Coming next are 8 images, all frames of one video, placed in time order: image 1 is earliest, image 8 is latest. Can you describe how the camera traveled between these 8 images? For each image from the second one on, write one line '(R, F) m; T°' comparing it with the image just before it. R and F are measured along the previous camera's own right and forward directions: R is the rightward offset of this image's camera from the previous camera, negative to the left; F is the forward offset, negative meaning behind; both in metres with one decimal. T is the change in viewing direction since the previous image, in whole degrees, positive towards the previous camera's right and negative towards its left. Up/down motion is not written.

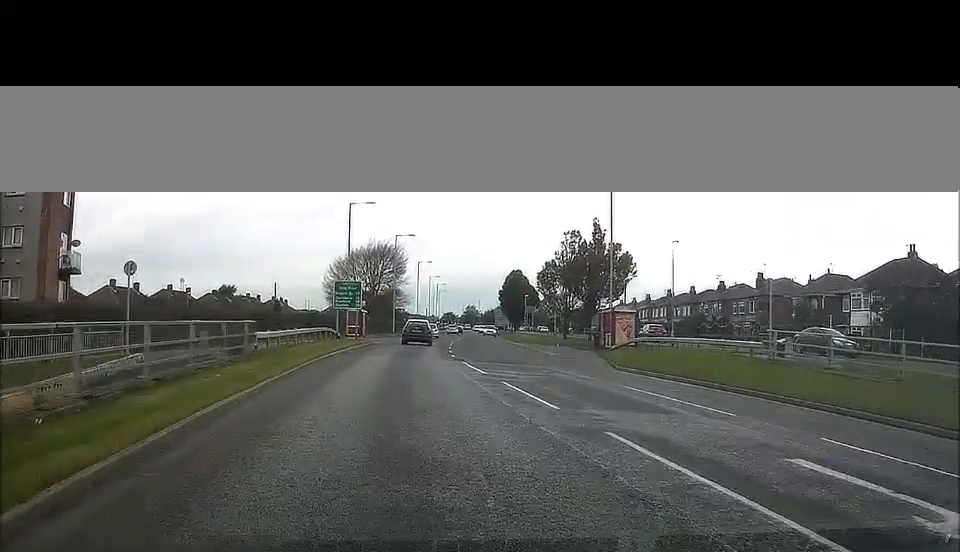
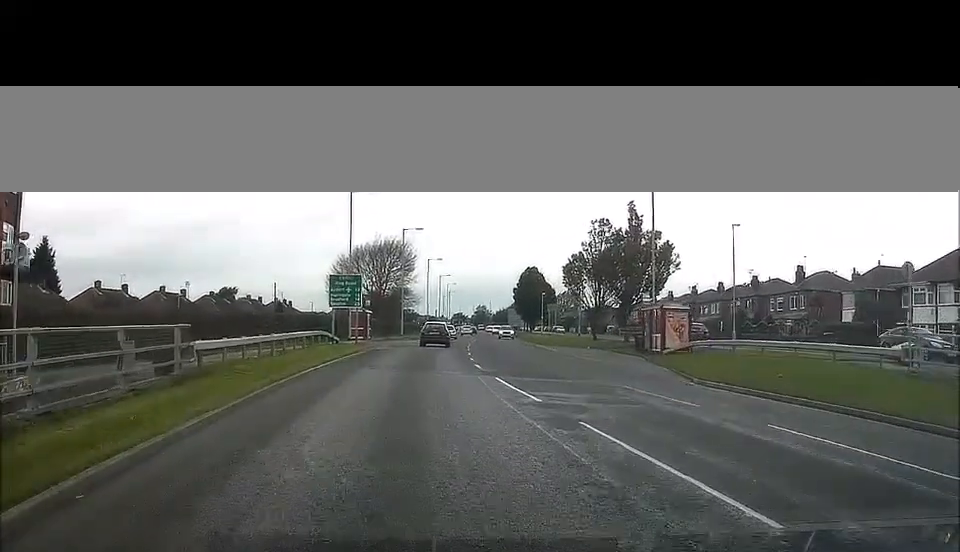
(0.0, +7.9) m; 0°
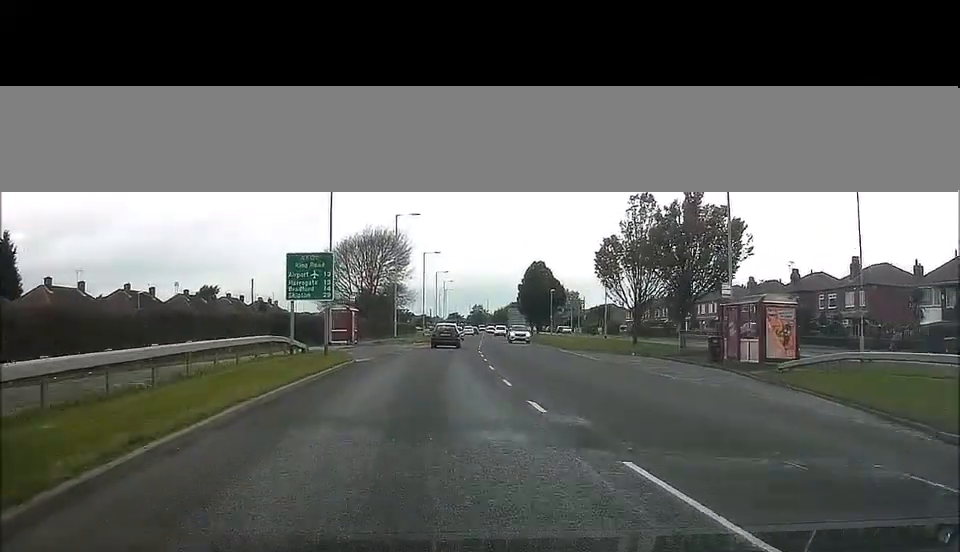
(0.0, +12.2) m; 0°
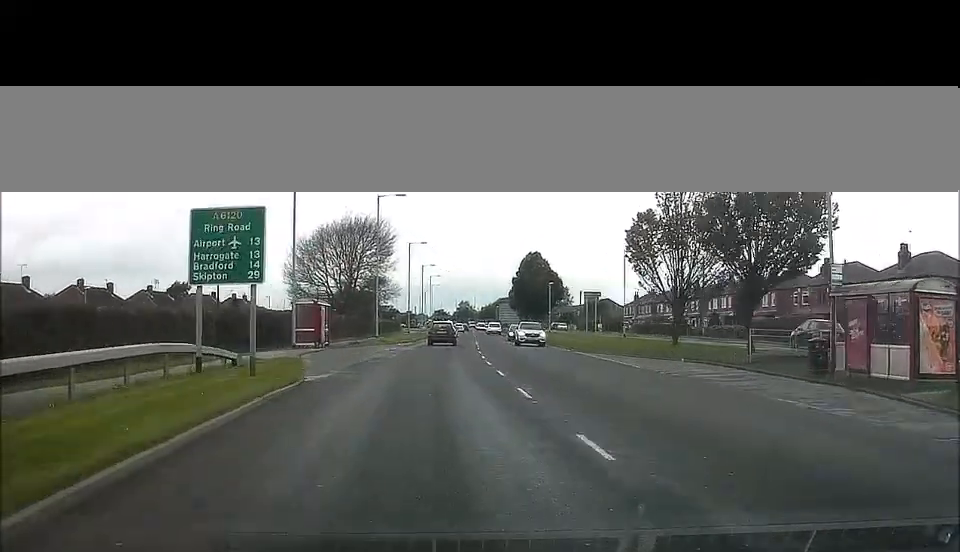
(-0.1, +10.2) m; +1°
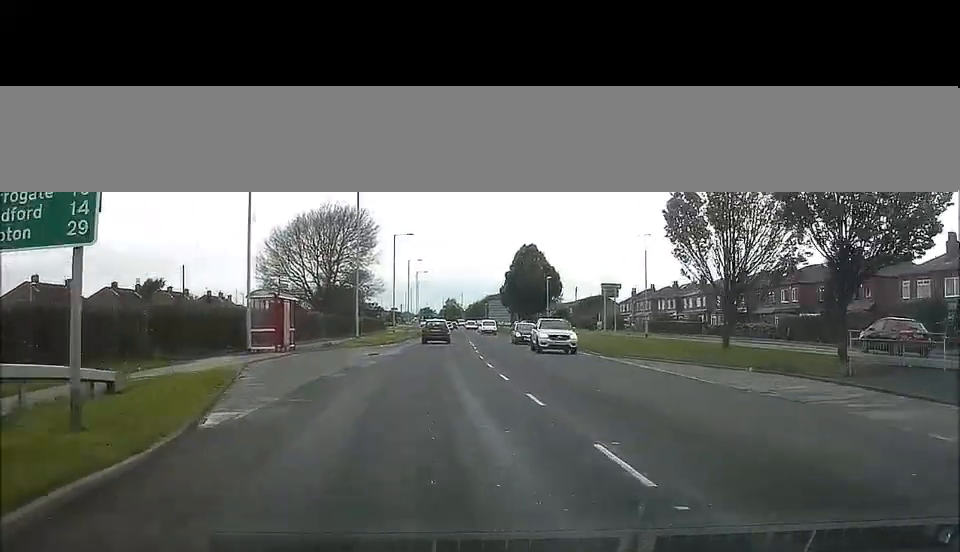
(+0.1, +8.5) m; +1°
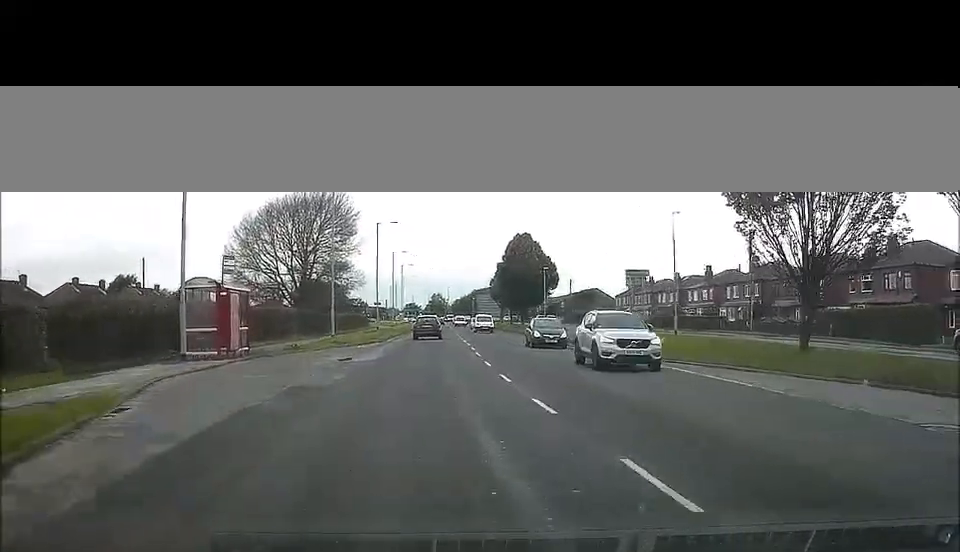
(+0.1, +8.0) m; +1°
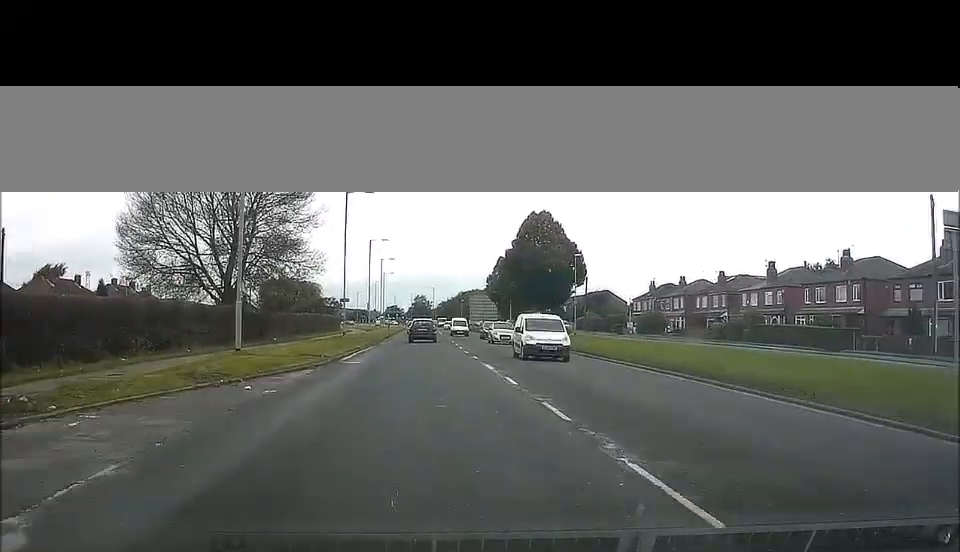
(+0.4, +23.4) m; +2°
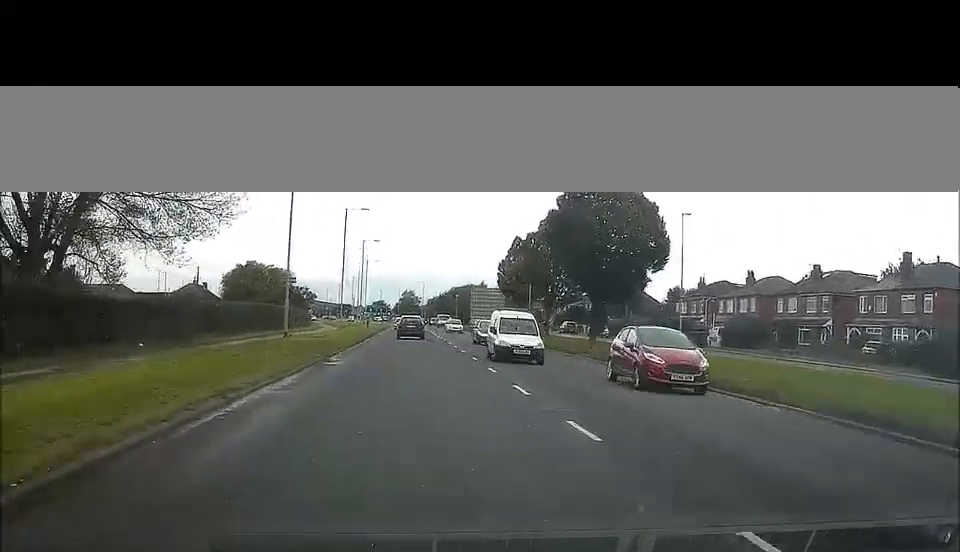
(+0.2, +26.3) m; +1°
